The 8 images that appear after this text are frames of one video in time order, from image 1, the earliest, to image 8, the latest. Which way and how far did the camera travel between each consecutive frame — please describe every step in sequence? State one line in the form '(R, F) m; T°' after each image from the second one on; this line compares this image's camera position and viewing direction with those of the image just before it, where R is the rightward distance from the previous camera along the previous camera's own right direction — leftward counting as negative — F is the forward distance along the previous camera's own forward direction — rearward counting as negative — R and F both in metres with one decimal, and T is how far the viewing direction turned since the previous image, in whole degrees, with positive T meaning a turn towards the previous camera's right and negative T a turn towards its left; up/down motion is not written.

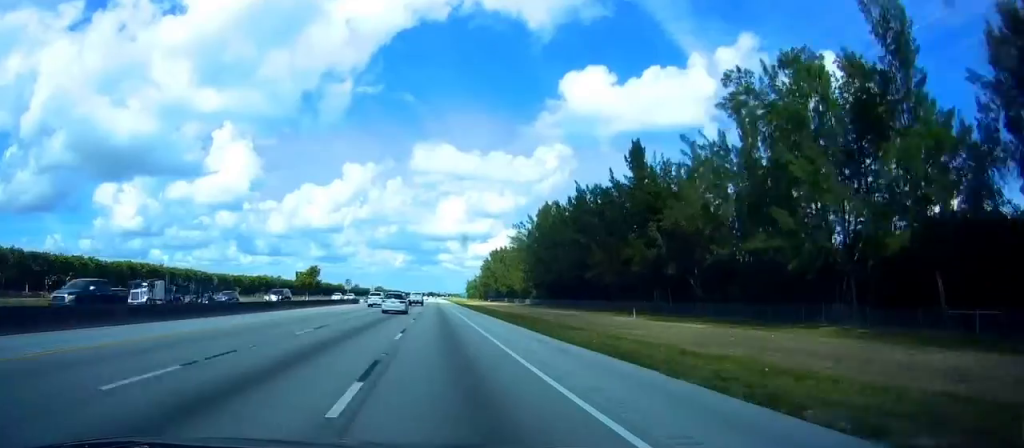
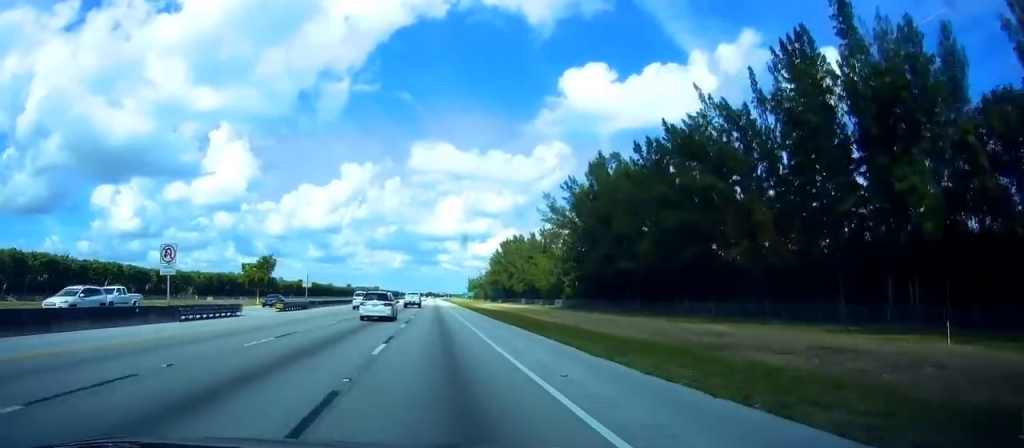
(-0.1, +53.4) m; +1°
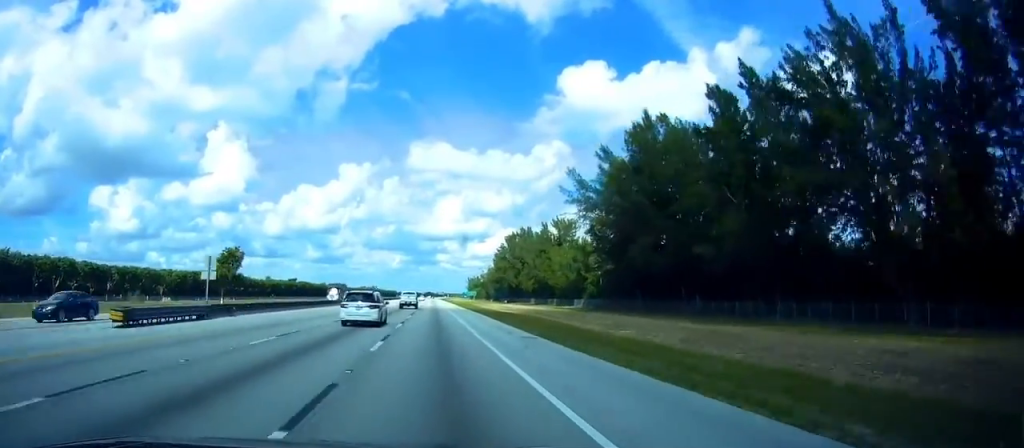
(+0.2, +23.7) m; 0°
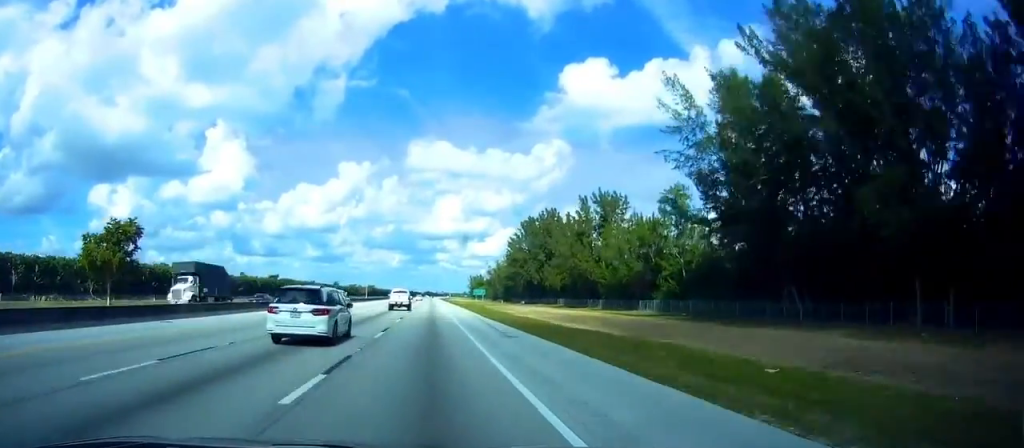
(0.0, +44.5) m; -1°
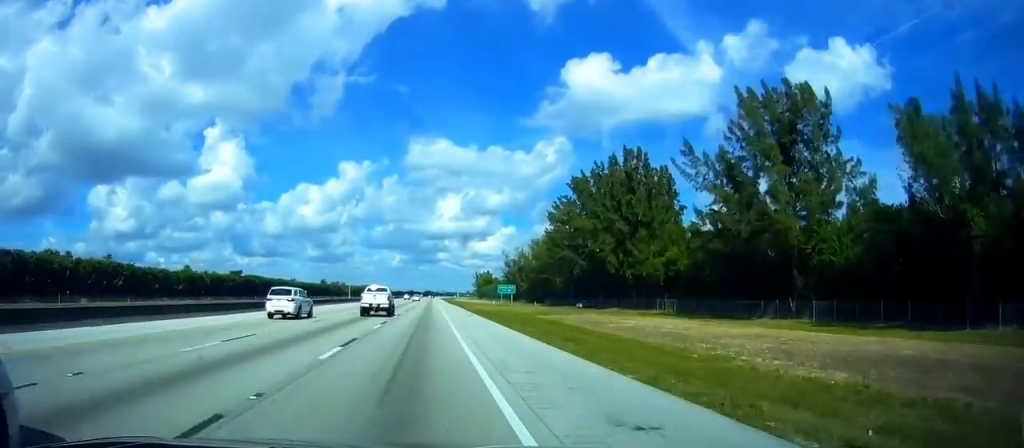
(-0.4, +68.6) m; 0°
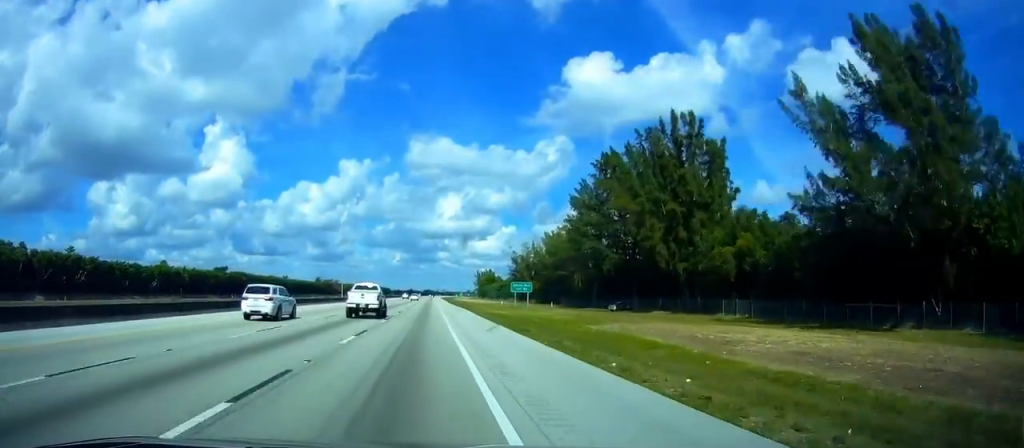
(+0.2, +20.7) m; 0°
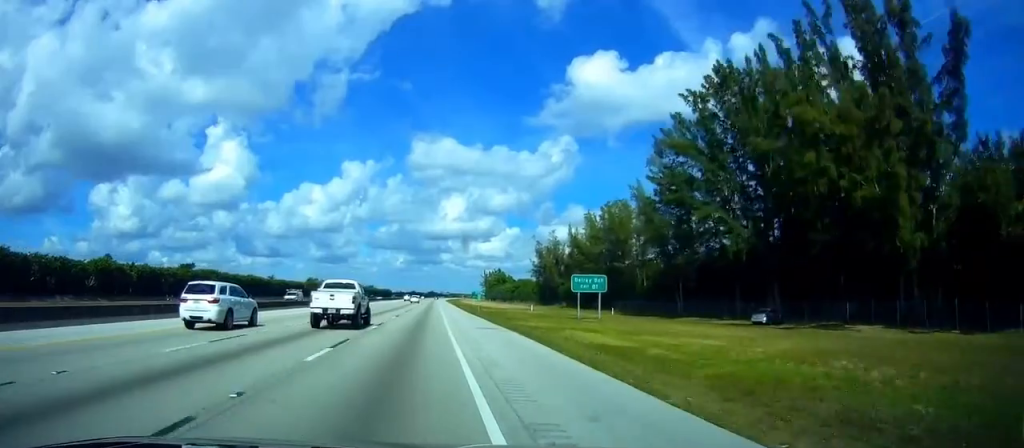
(+0.1, +41.3) m; 0°
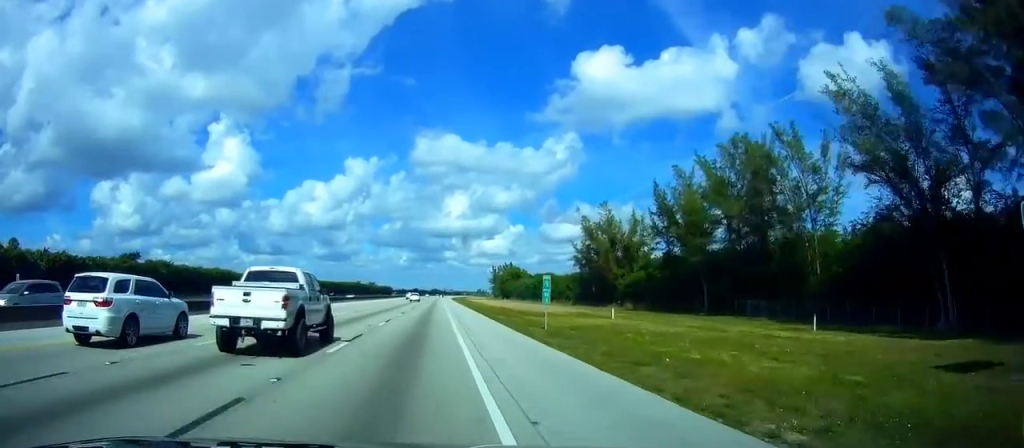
(-0.6, +47.5) m; 0°
